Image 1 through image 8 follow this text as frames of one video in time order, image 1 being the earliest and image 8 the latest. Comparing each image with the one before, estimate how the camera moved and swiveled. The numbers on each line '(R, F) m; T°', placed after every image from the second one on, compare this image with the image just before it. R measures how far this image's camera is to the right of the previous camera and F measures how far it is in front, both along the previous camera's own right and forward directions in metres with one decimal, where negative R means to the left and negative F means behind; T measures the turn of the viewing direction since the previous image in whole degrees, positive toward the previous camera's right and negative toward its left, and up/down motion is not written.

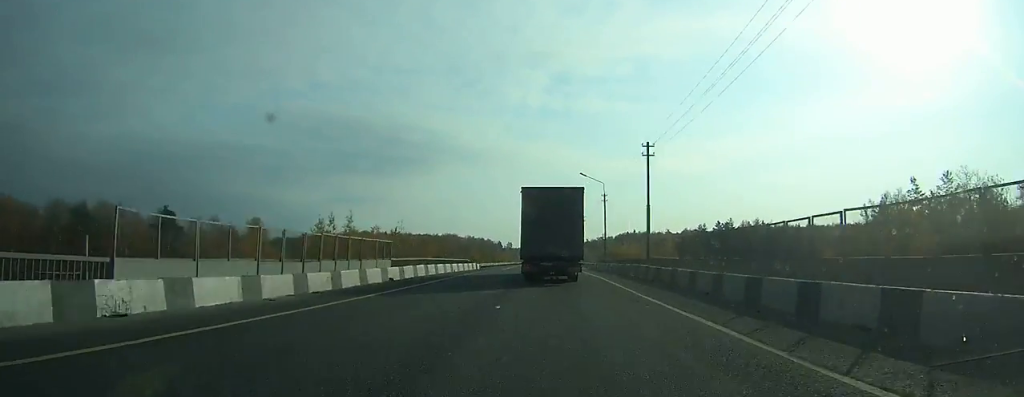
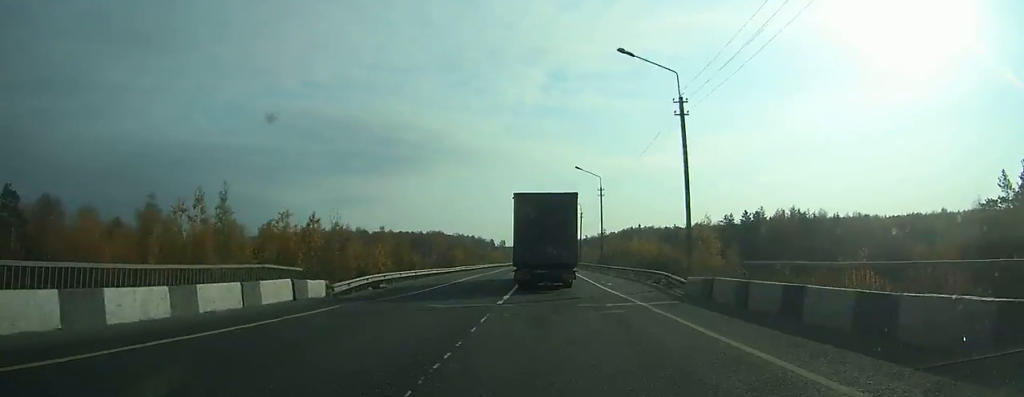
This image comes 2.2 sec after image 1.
(+0.1, +44.4) m; 0°
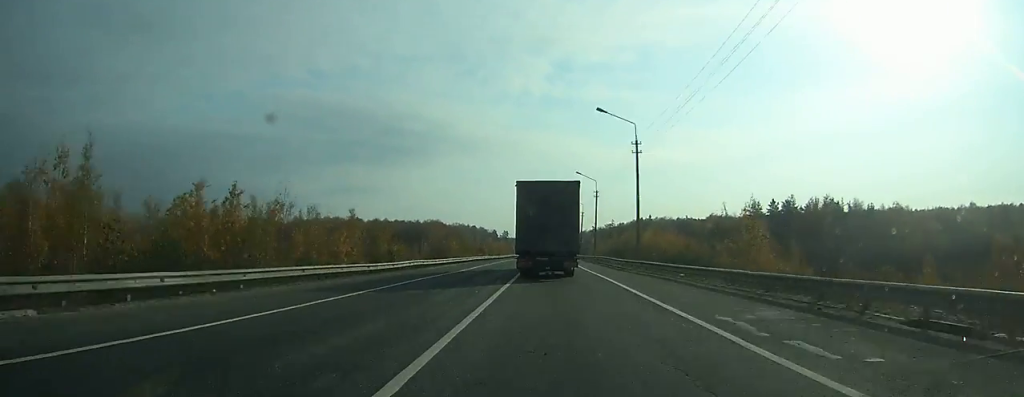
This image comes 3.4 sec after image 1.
(0.0, +22.4) m; 0°
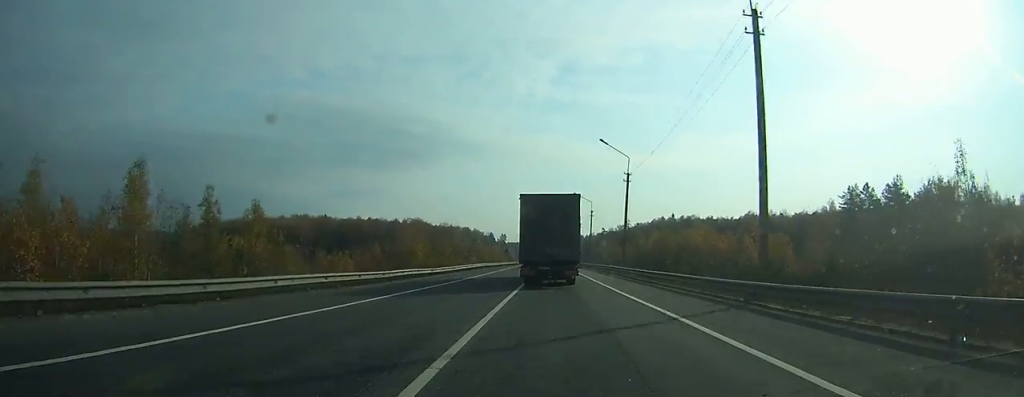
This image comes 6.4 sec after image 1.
(-0.1, +57.8) m; 0°
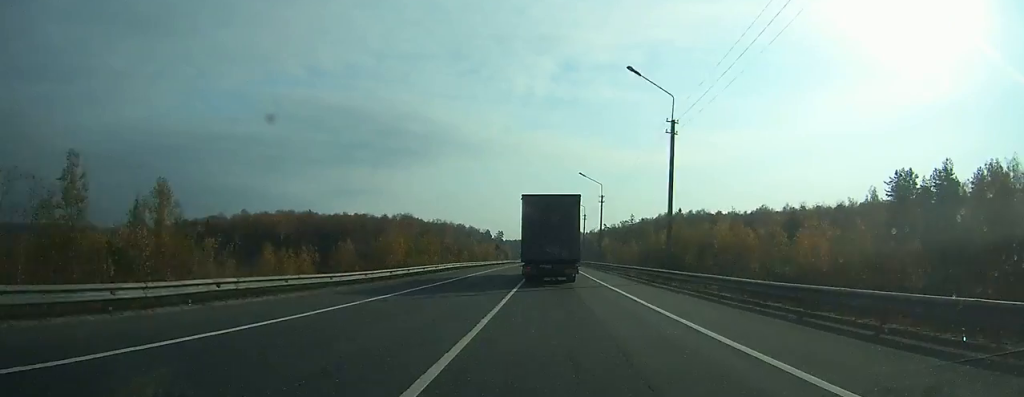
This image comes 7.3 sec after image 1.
(+0.1, +18.4) m; 0°
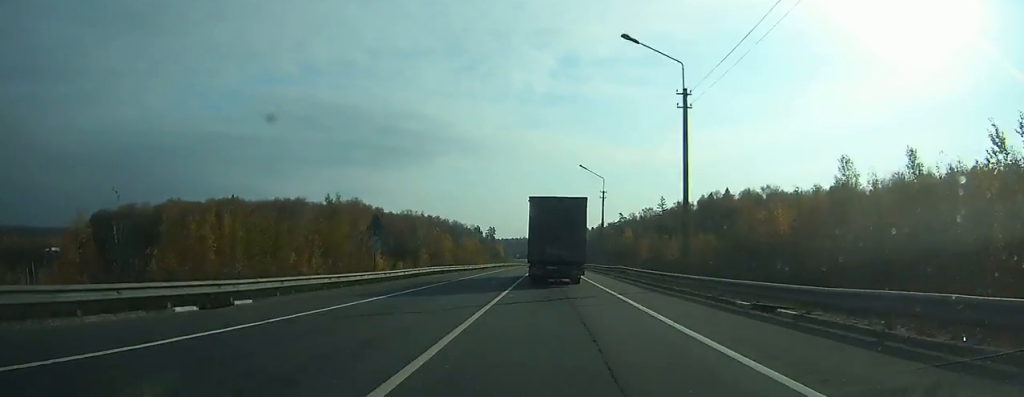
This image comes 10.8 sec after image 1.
(0.0, +75.8) m; 0°
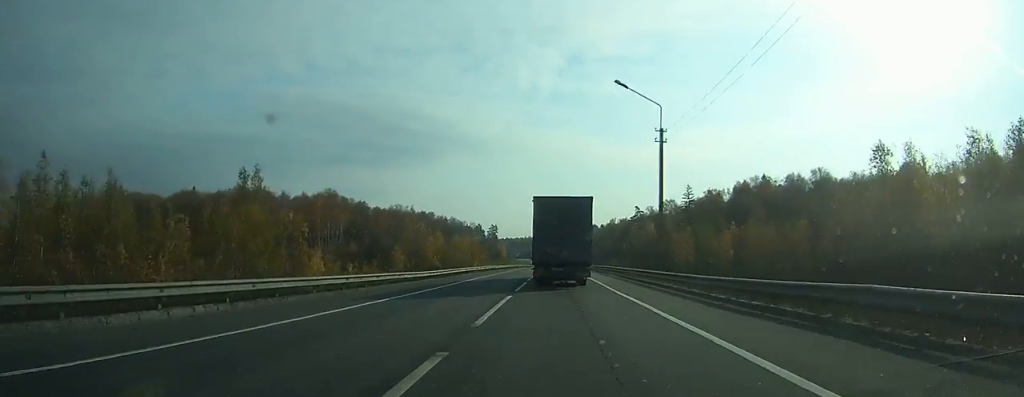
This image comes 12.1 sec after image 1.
(-0.1, +31.8) m; 0°
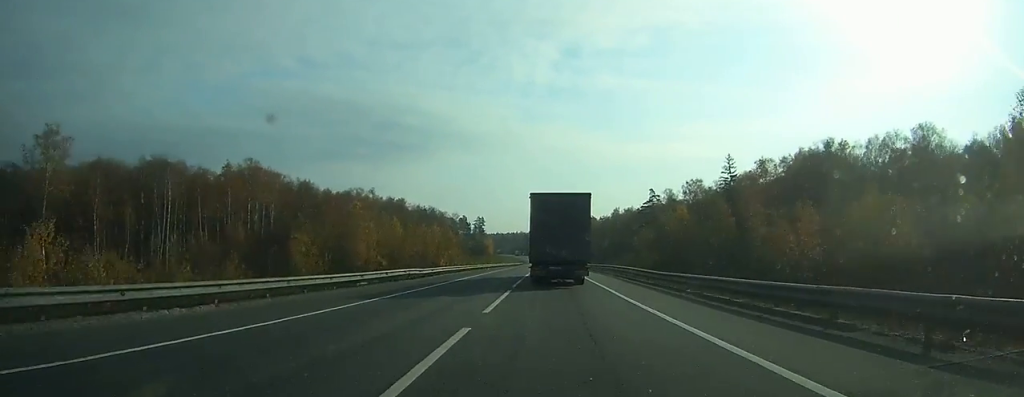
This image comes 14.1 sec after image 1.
(-0.2, +44.3) m; 0°
